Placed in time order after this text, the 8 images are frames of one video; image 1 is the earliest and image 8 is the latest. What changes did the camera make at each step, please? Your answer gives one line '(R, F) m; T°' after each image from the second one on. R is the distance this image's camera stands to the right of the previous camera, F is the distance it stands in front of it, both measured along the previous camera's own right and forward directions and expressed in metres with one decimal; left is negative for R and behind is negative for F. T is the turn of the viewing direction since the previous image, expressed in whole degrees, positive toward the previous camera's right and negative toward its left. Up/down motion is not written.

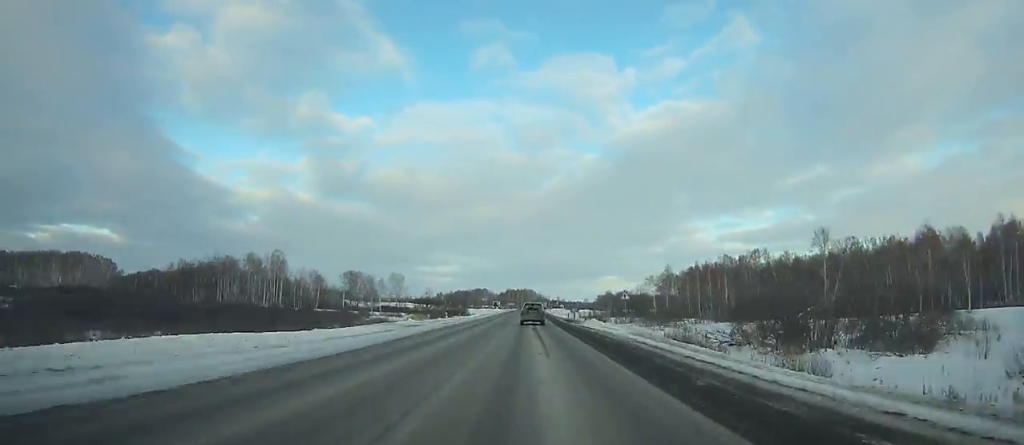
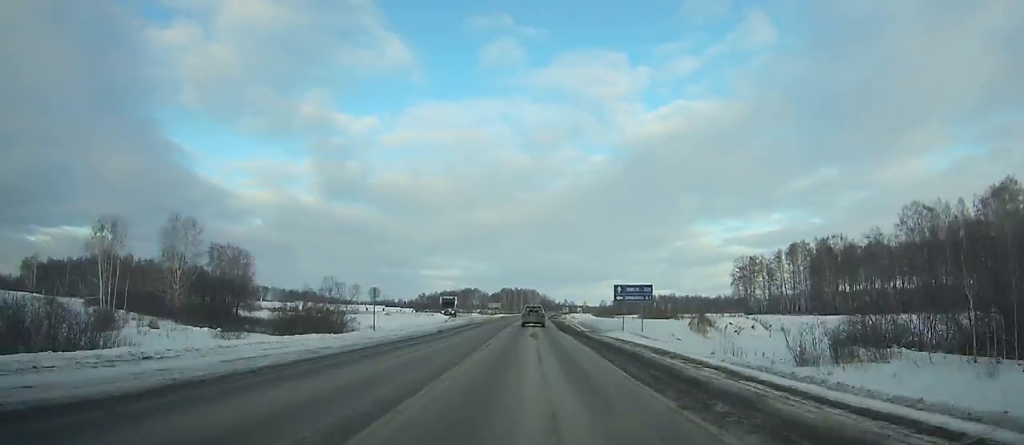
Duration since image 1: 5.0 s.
(+0.5, +130.1) m; +1°
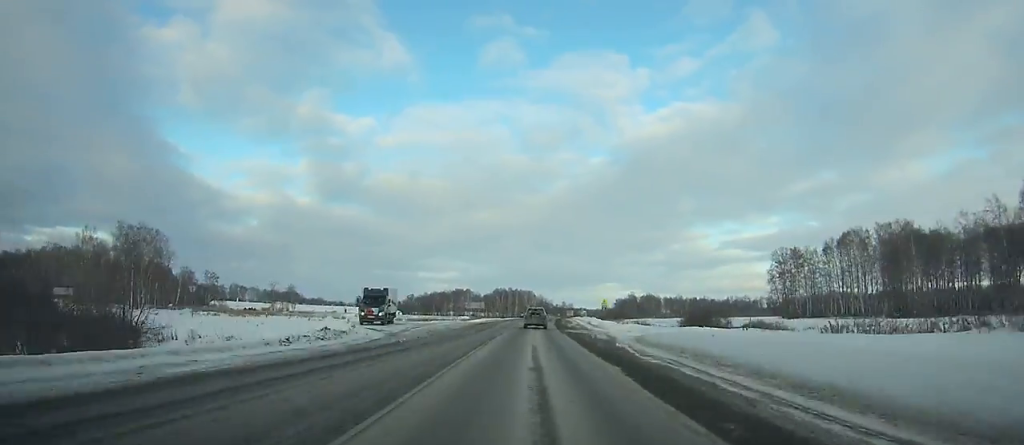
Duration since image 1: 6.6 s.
(0.0, +40.3) m; 0°
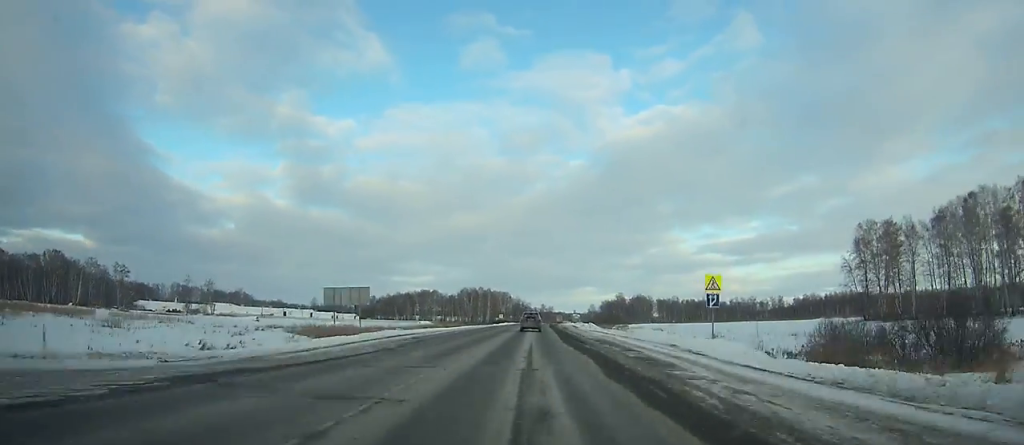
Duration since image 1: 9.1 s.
(+0.3, +61.7) m; +1°
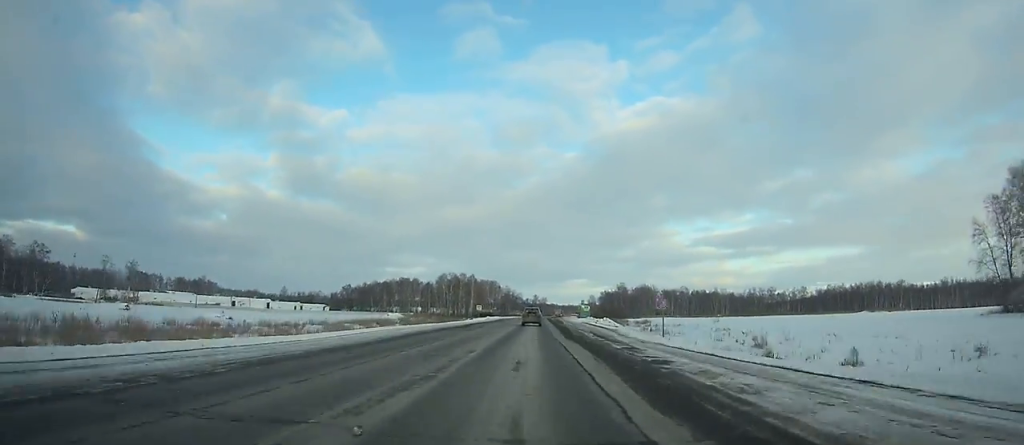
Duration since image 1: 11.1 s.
(+0.9, +48.4) m; +1°
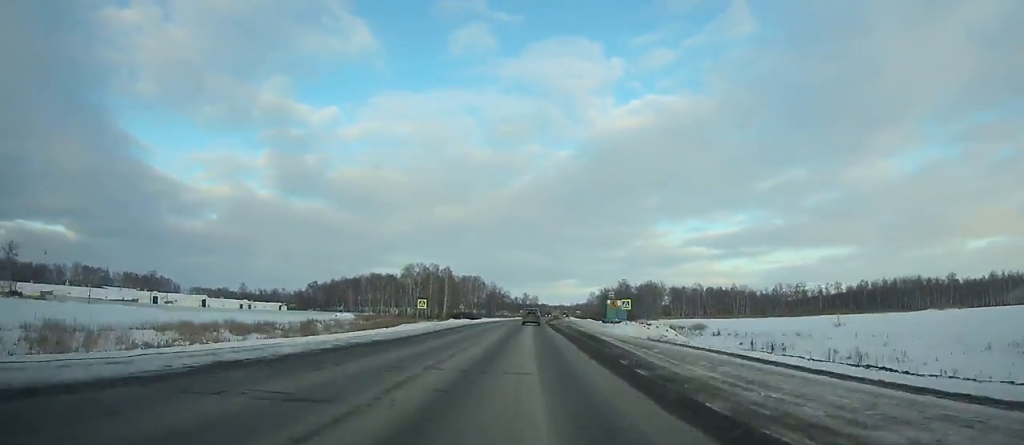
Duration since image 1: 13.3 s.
(+0.5, +53.2) m; +1°
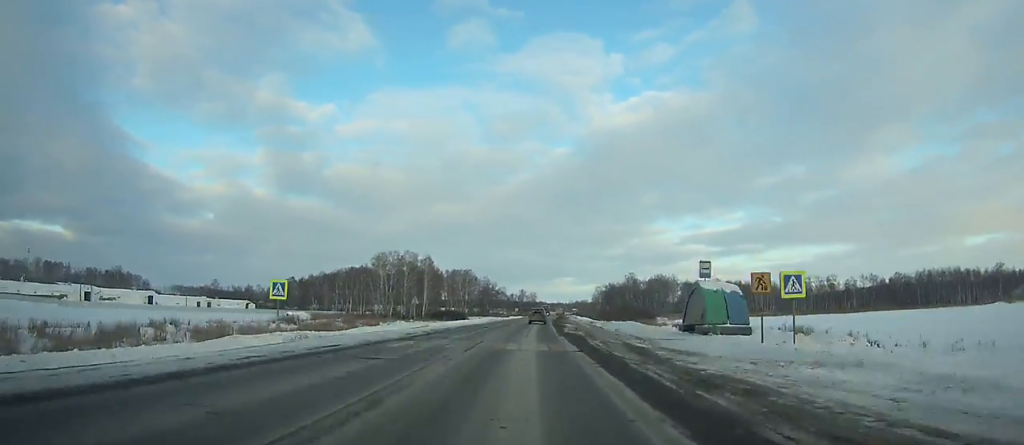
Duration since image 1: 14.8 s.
(0.0, +36.2) m; 0°
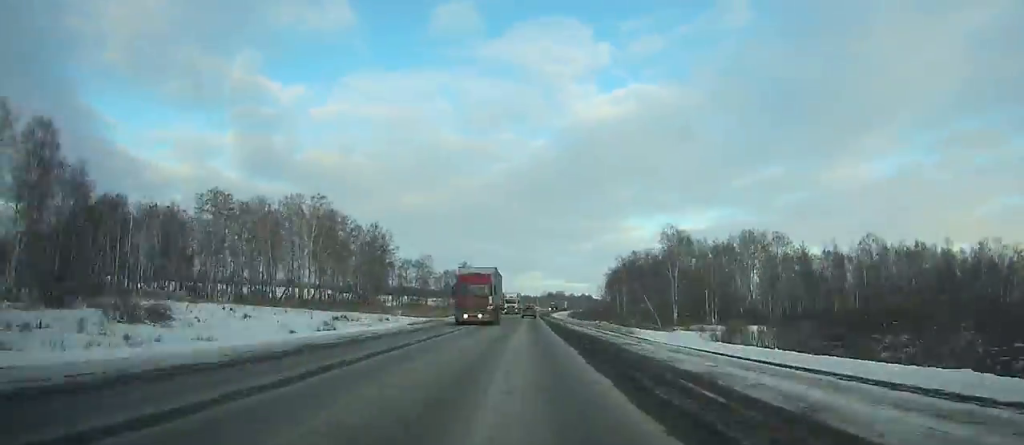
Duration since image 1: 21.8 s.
(+6.2, +172.0) m; +3°
